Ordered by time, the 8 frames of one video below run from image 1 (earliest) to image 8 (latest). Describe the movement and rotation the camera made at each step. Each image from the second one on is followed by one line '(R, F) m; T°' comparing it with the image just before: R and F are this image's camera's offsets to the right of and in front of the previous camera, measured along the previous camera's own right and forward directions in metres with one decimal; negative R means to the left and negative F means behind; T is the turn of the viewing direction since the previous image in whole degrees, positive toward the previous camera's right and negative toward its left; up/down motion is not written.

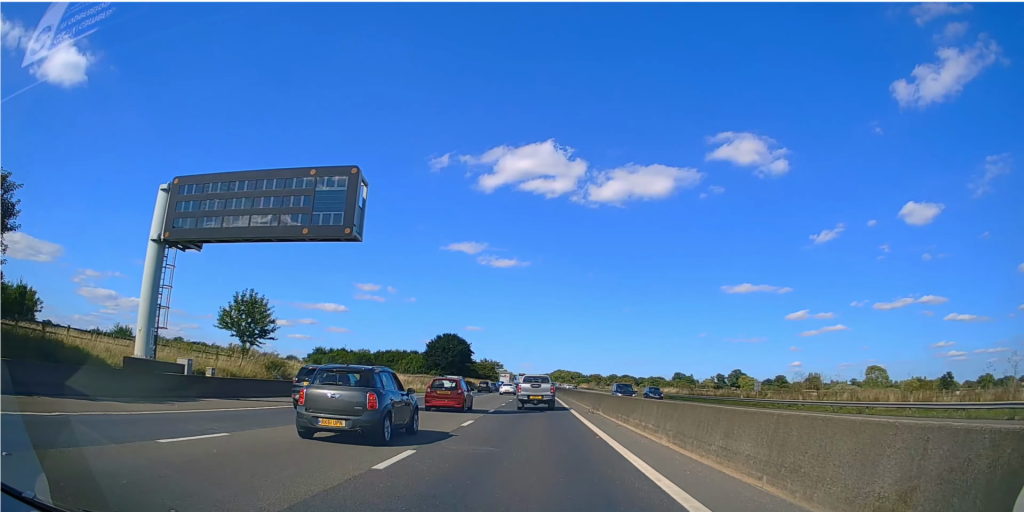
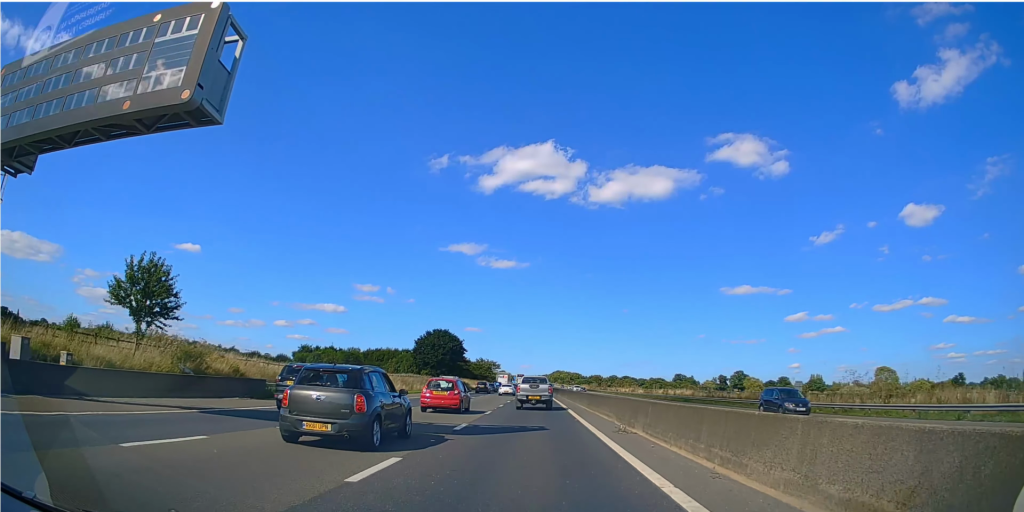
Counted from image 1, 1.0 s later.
(+0.1, +9.3) m; +1°
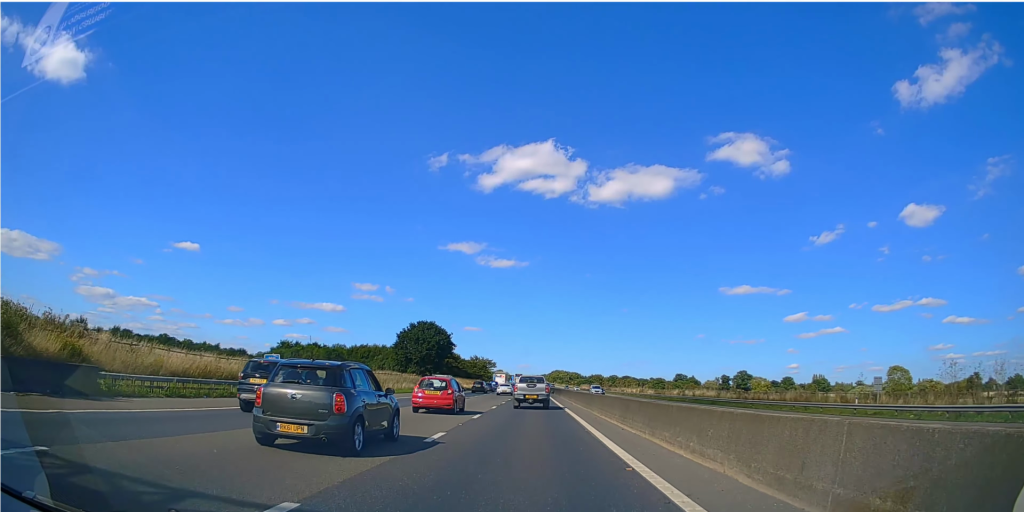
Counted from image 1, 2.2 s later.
(0.0, +11.9) m; 0°
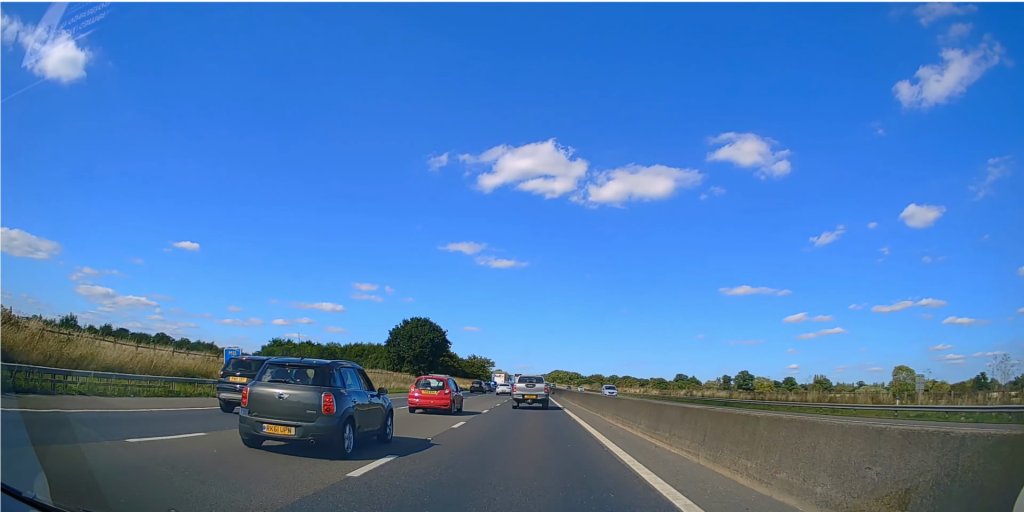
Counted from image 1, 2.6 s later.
(0.0, +4.2) m; 0°
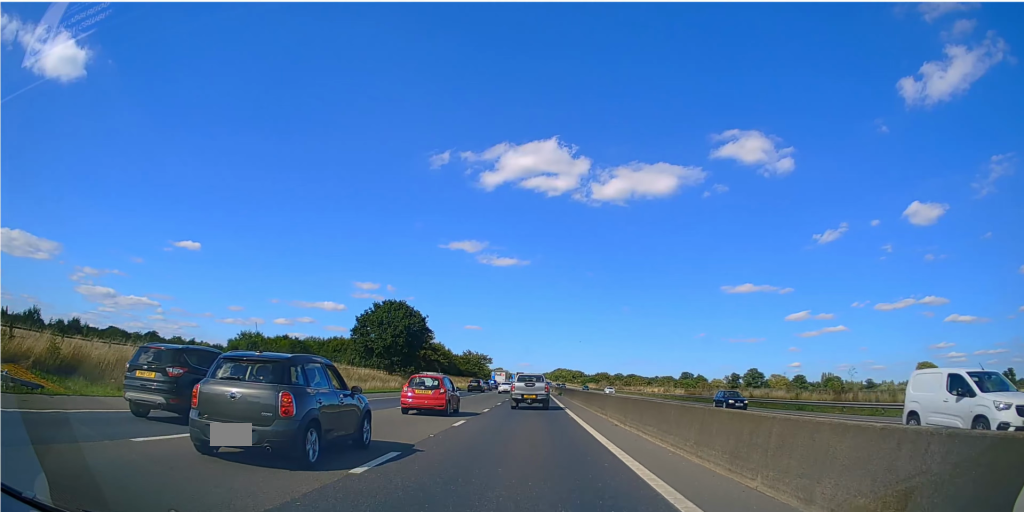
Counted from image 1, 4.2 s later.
(-0.1, +15.3) m; -1°
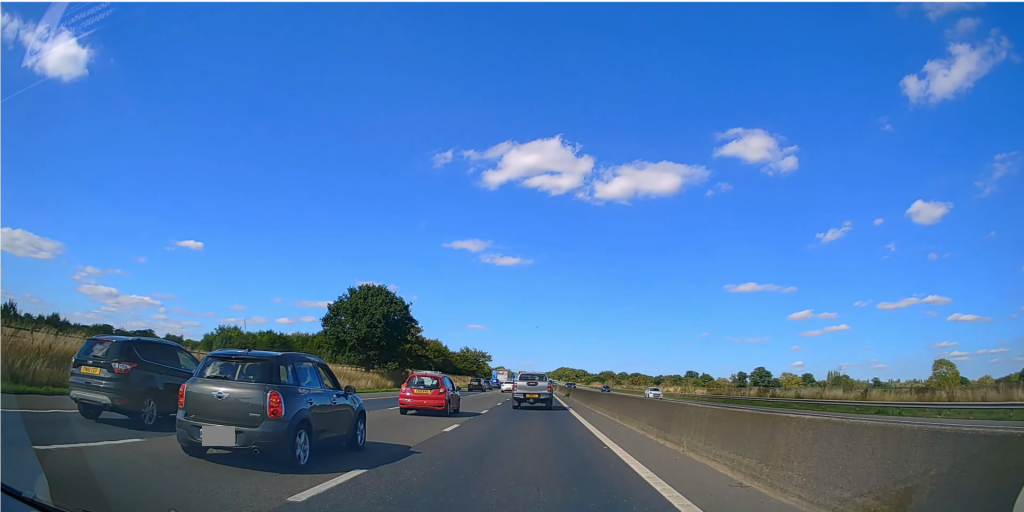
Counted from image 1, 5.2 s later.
(0.0, +10.2) m; 0°
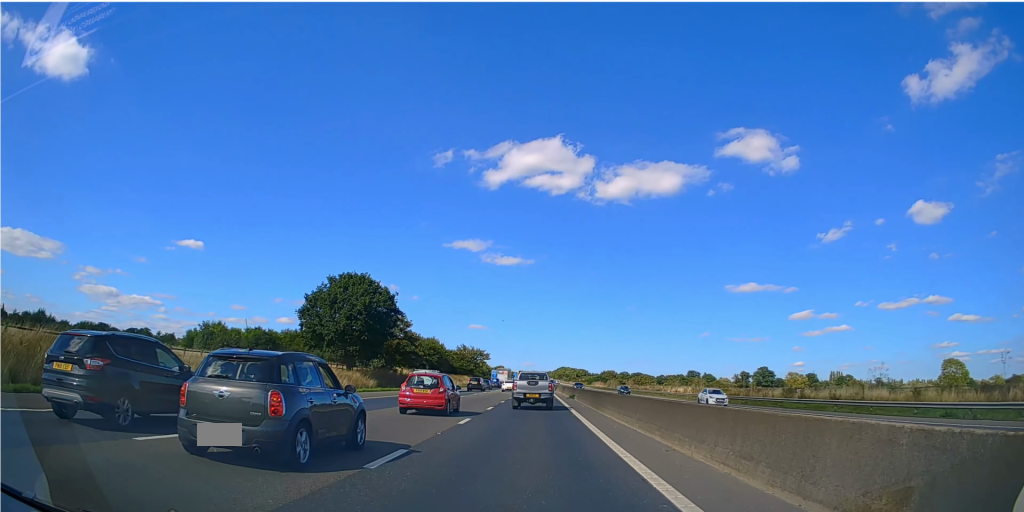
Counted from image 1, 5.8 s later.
(0.0, +6.5) m; -1°
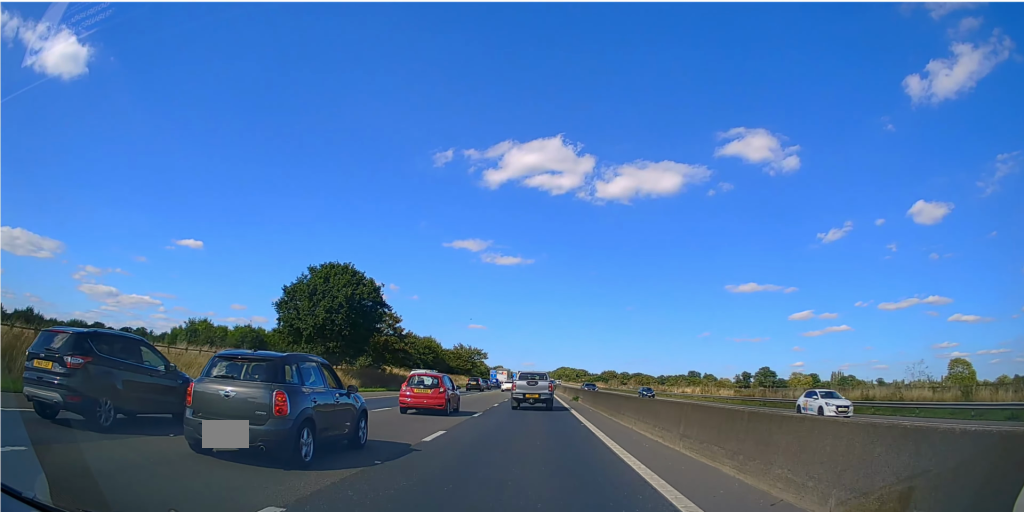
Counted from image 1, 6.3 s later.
(0.0, +5.1) m; 0°
